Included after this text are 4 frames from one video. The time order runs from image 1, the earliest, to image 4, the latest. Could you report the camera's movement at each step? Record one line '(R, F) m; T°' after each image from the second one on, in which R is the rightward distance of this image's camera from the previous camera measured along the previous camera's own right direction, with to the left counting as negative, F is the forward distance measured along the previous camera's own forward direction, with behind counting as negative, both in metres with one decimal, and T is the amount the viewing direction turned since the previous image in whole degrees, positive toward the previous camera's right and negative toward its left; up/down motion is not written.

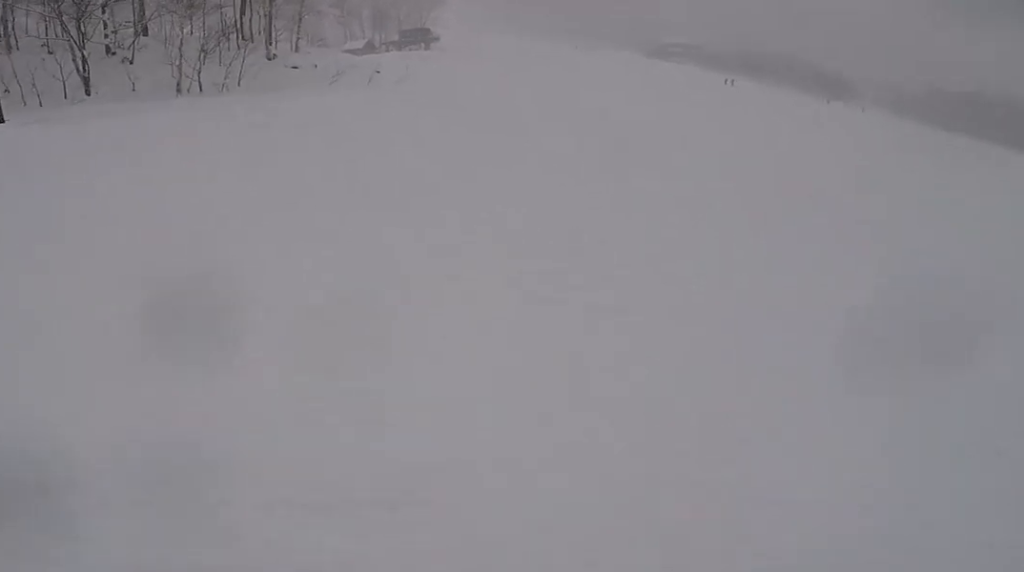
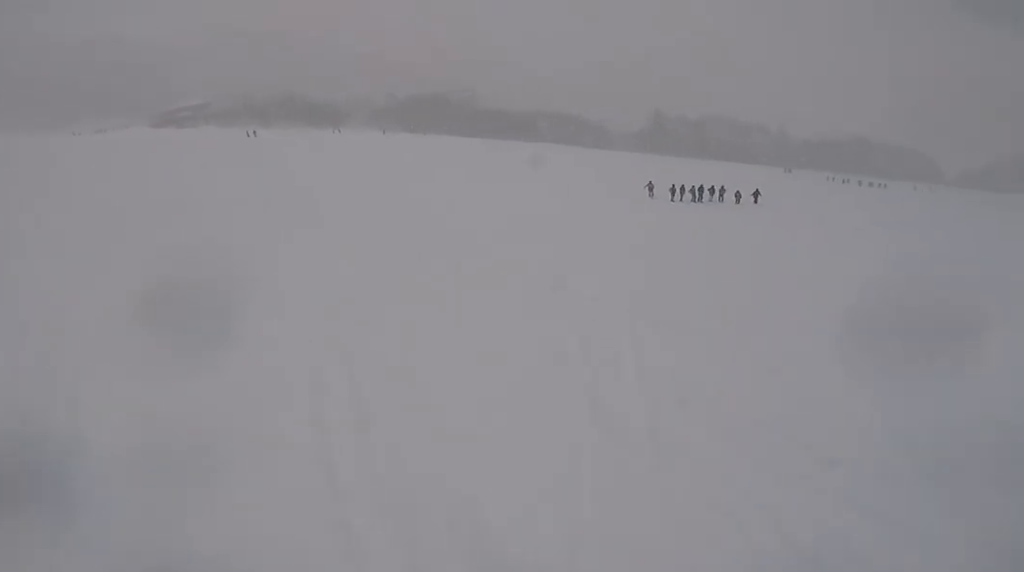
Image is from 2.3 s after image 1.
(+2.8, +11.8) m; +28°
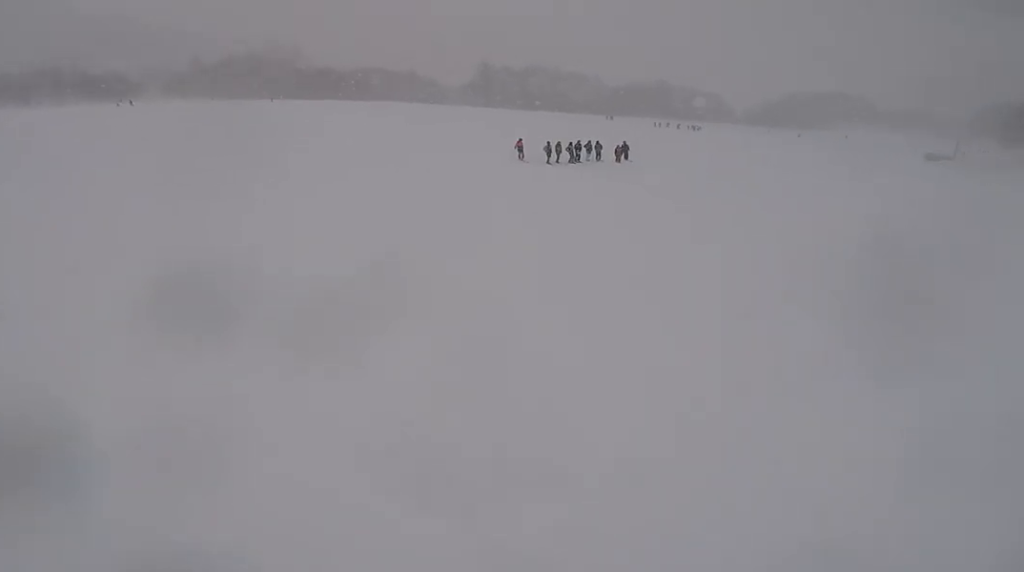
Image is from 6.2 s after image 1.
(+6.1, +12.3) m; +46°
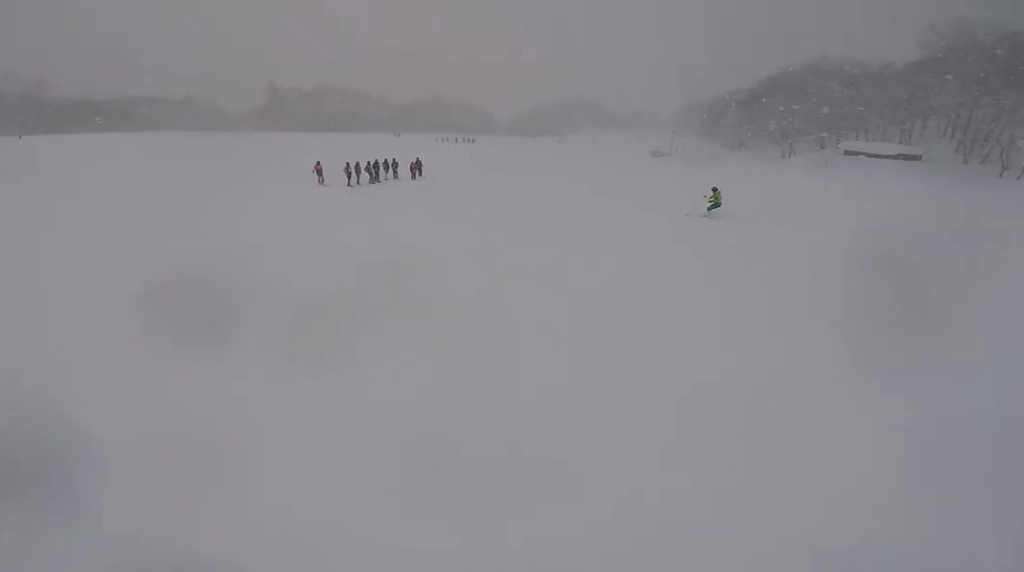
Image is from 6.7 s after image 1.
(+0.2, +2.0) m; +8°
